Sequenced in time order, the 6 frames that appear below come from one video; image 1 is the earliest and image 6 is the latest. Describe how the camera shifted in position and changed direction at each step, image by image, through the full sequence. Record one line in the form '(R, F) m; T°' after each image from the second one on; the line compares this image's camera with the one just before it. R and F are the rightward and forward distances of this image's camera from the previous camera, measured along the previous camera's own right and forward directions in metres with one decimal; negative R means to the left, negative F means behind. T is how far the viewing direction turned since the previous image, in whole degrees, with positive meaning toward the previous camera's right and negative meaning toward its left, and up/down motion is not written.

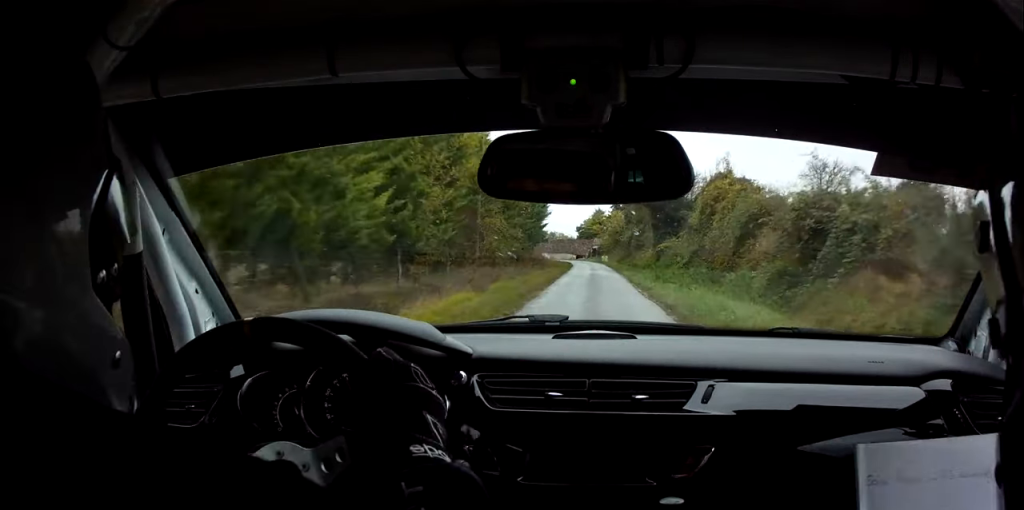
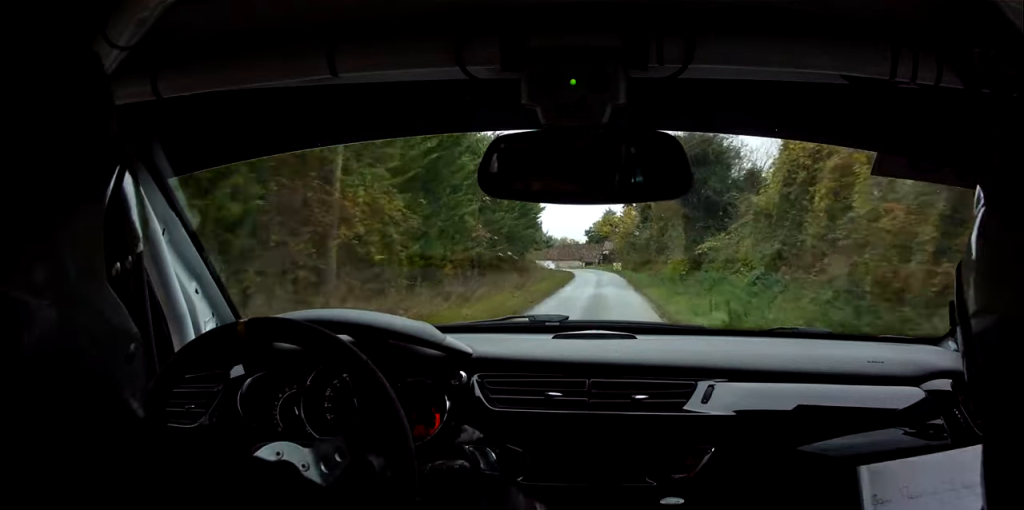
(+1.3, +15.0) m; +4°
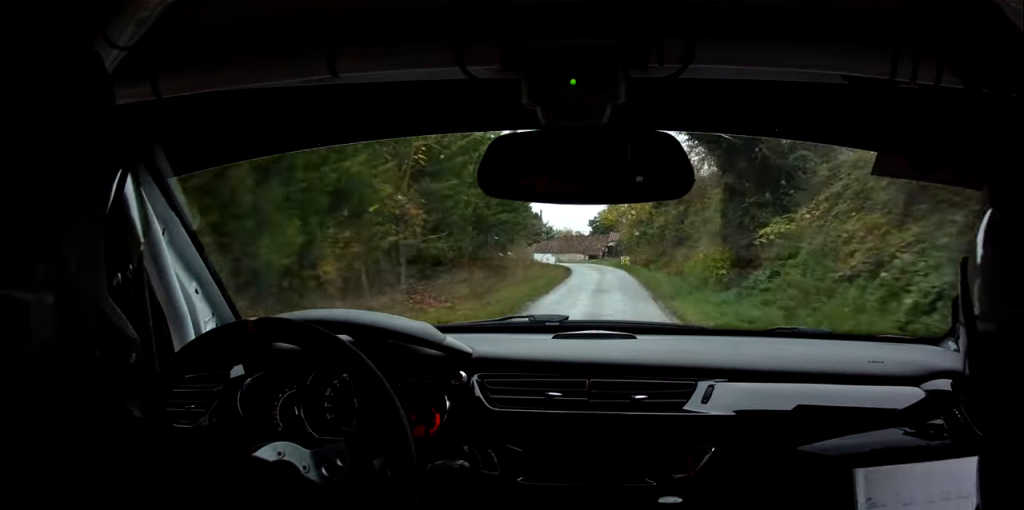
(+0.2, +10.6) m; +1°
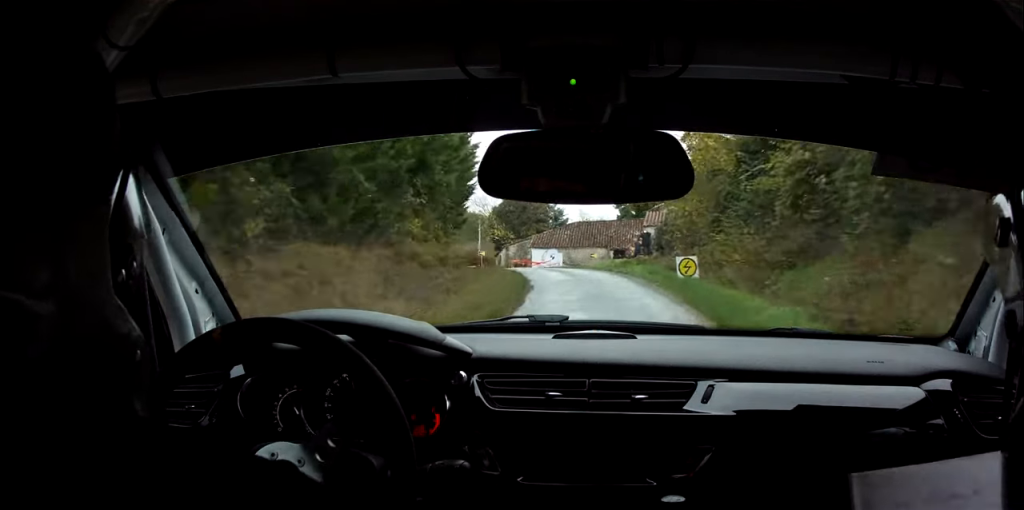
(0.0, +32.8) m; -1°
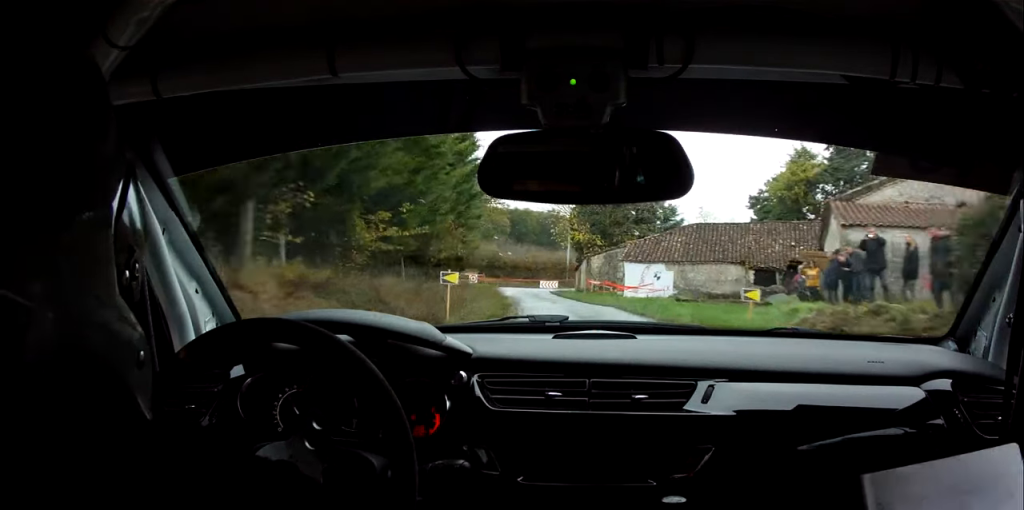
(-0.6, +23.6) m; -5°
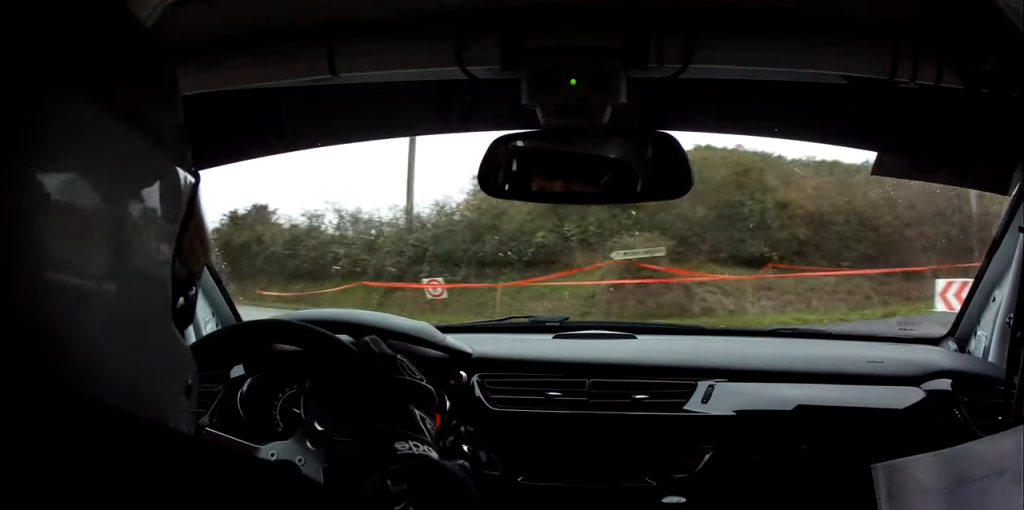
(-9.3, +54.1) m; -26°
